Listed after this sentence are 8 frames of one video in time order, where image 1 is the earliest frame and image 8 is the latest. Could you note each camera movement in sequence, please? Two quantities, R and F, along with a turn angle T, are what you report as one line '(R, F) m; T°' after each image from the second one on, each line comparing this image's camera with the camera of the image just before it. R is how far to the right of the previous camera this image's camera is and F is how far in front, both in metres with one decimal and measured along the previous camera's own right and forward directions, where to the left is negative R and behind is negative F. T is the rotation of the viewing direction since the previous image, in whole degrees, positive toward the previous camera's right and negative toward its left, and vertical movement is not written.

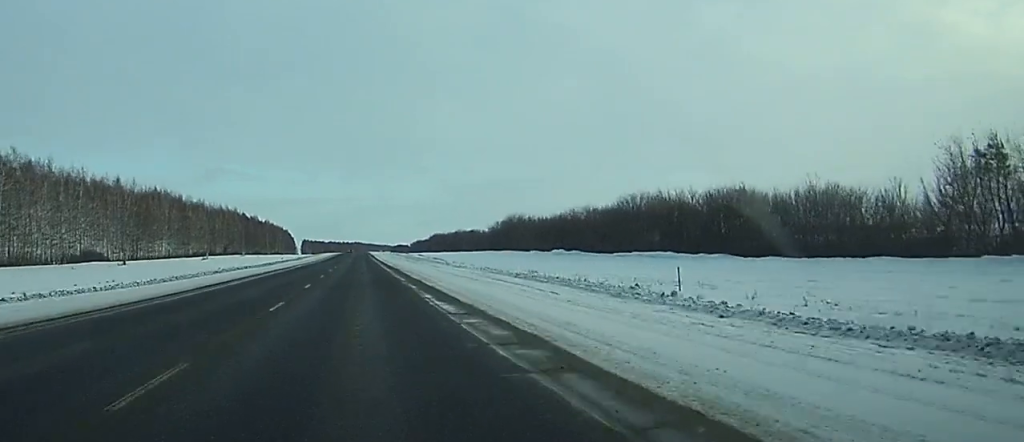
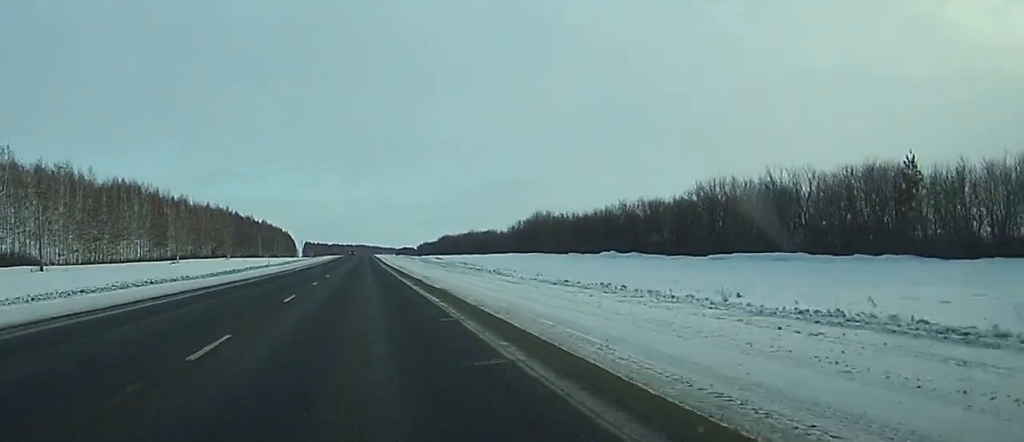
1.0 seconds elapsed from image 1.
(-0.2, +34.1) m; -1°
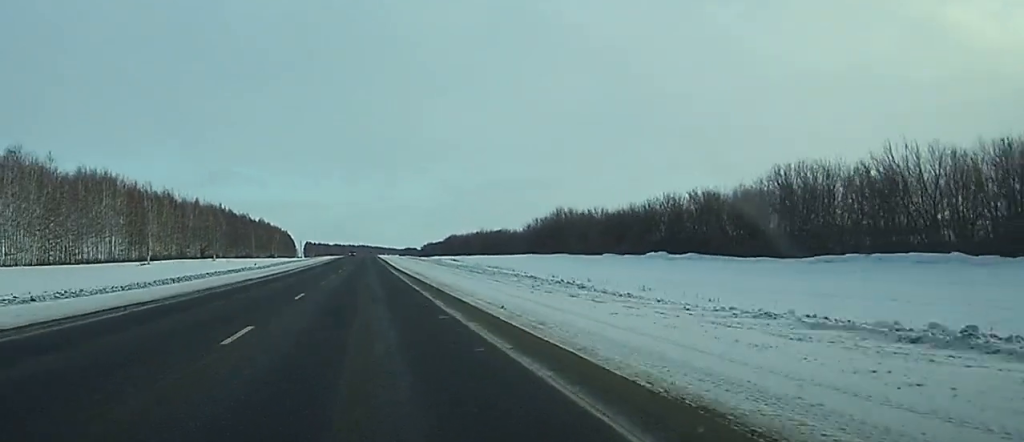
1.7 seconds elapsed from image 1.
(-0.1, +22.7) m; 0°
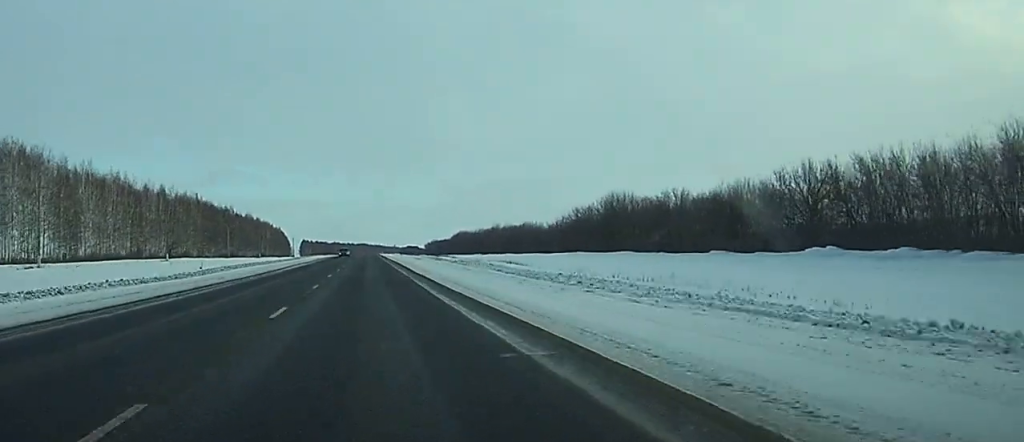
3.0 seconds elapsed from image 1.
(0.0, +45.1) m; +1°
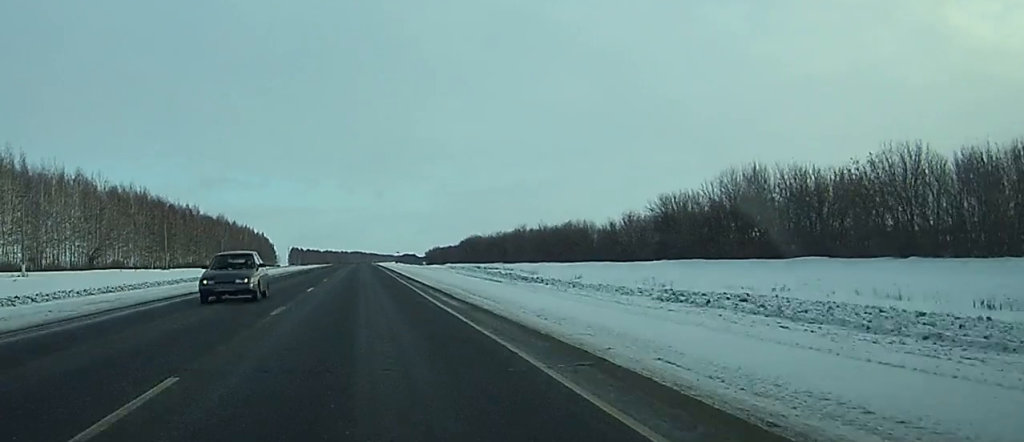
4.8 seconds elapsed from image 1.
(-0.6, +59.8) m; -2°
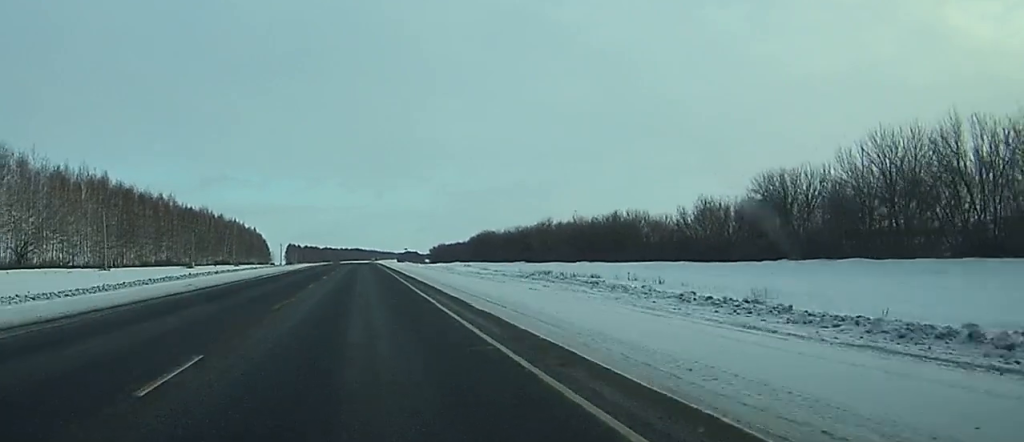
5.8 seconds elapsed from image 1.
(-0.1, +35.0) m; 0°
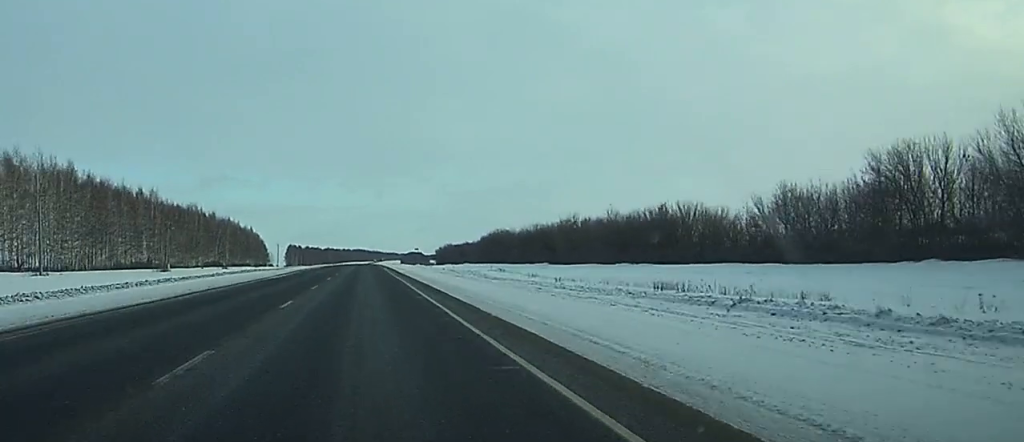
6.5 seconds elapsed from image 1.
(+0.1, +23.8) m; 0°
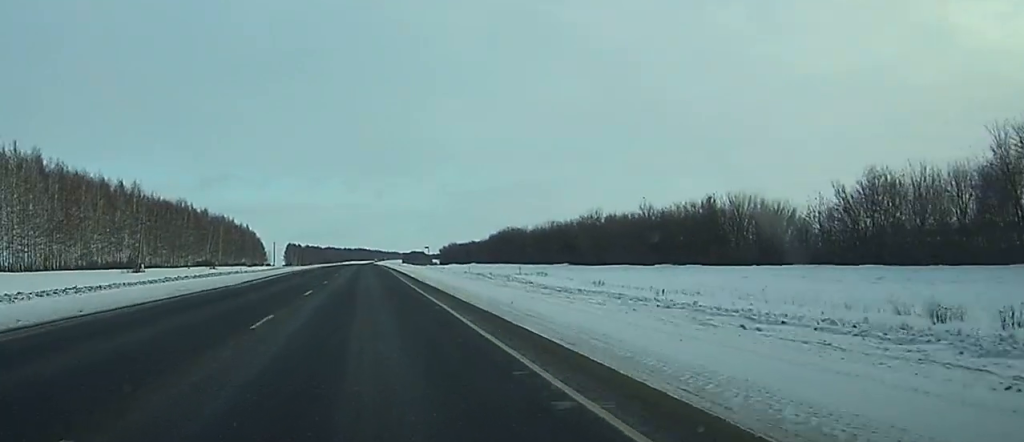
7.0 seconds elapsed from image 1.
(-0.1, +18.1) m; 0°
